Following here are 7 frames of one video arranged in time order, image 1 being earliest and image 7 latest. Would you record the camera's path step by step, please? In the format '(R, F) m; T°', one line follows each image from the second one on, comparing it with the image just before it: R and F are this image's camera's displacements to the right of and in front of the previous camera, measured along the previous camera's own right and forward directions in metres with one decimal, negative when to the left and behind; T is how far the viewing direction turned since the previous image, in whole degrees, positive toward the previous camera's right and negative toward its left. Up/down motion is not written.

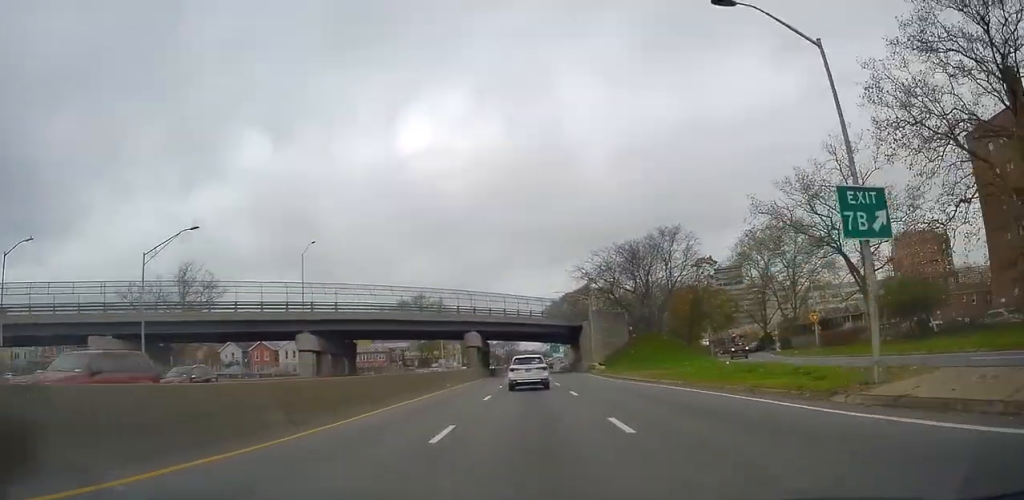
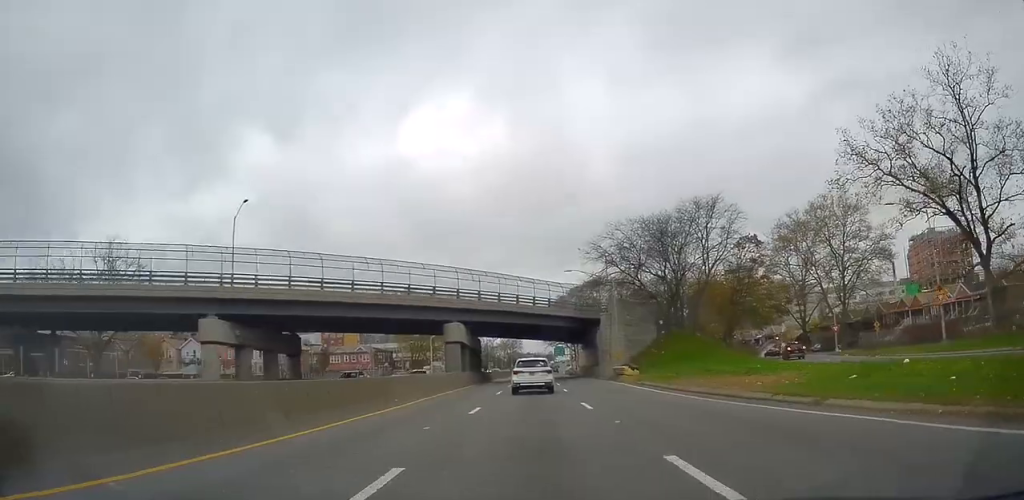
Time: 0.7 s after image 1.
(+0.1, +17.4) m; 0°
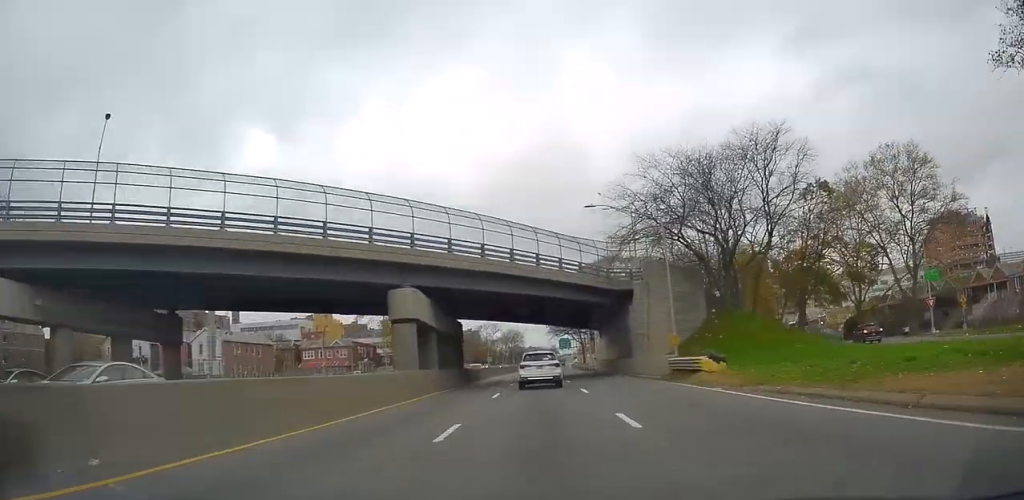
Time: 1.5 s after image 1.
(0.0, +19.0) m; 0°
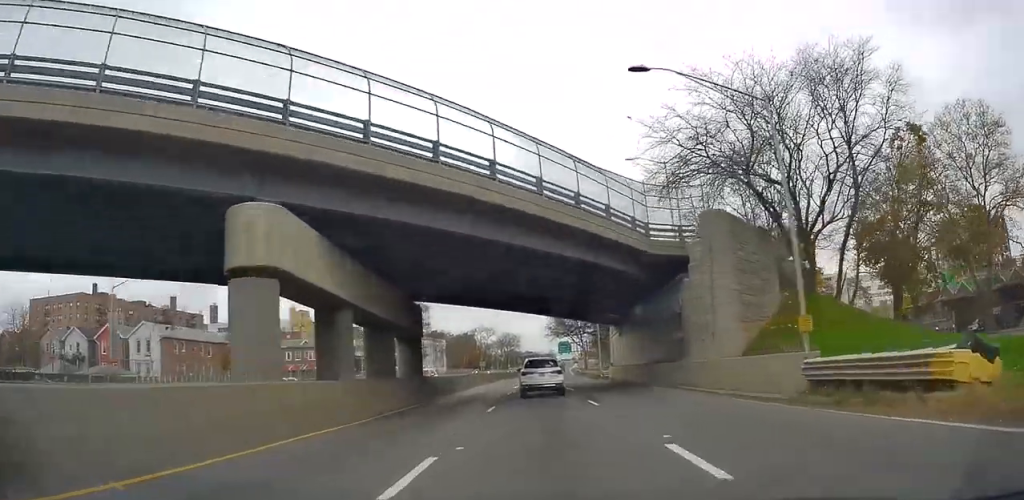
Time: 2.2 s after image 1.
(0.0, +15.7) m; -1°
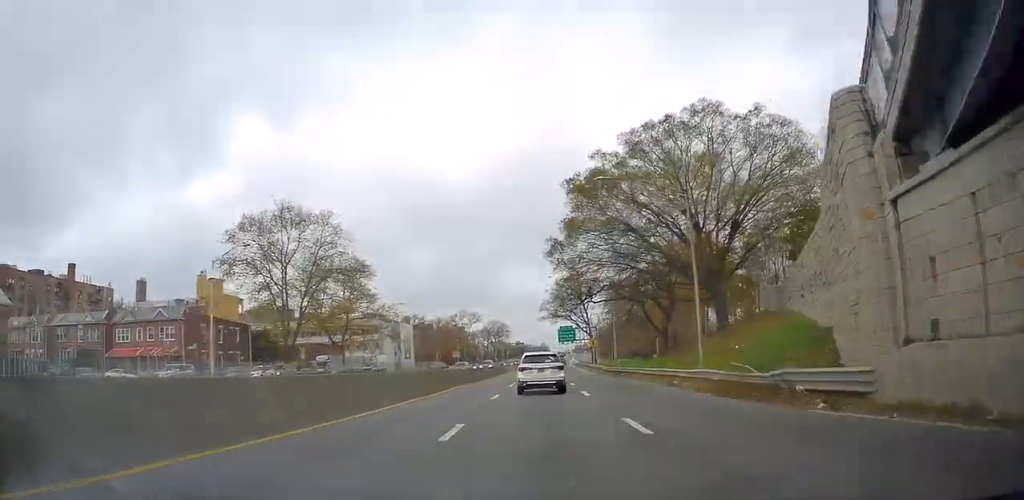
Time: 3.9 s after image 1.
(-0.5, +43.1) m; -1°
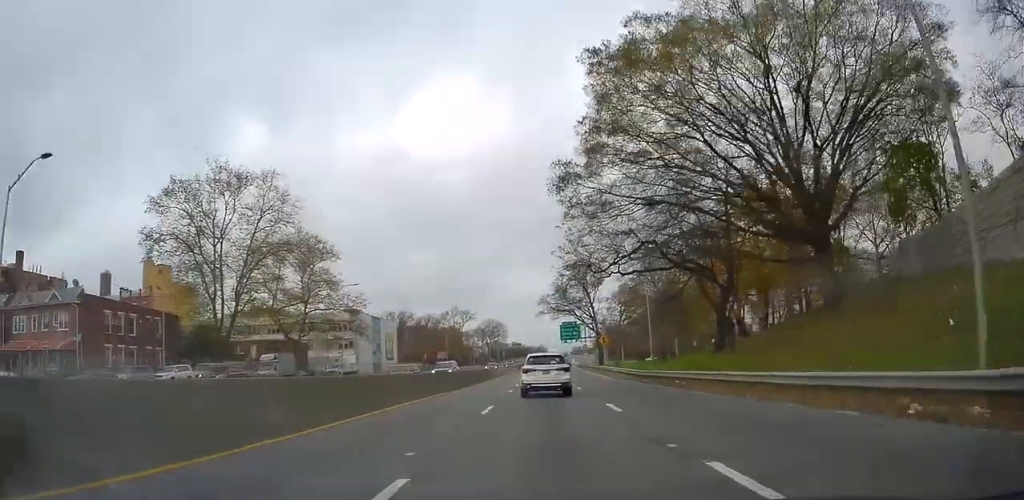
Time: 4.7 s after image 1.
(+0.2, +17.7) m; 0°
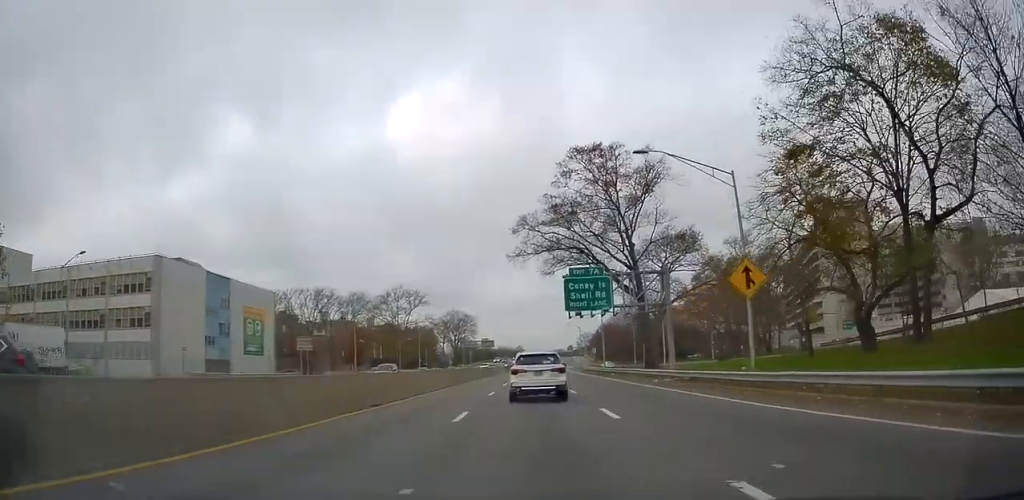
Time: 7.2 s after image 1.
(+1.4, +61.5) m; +3°
